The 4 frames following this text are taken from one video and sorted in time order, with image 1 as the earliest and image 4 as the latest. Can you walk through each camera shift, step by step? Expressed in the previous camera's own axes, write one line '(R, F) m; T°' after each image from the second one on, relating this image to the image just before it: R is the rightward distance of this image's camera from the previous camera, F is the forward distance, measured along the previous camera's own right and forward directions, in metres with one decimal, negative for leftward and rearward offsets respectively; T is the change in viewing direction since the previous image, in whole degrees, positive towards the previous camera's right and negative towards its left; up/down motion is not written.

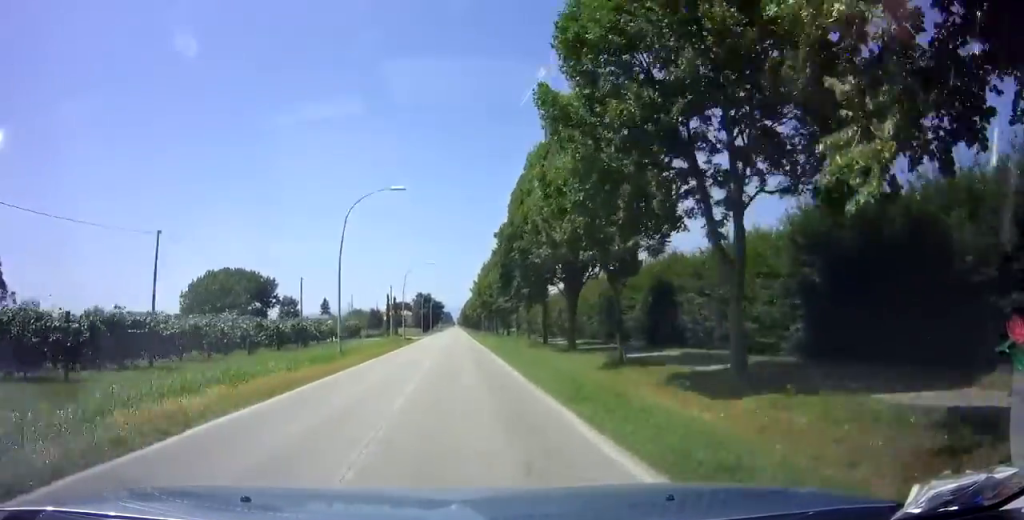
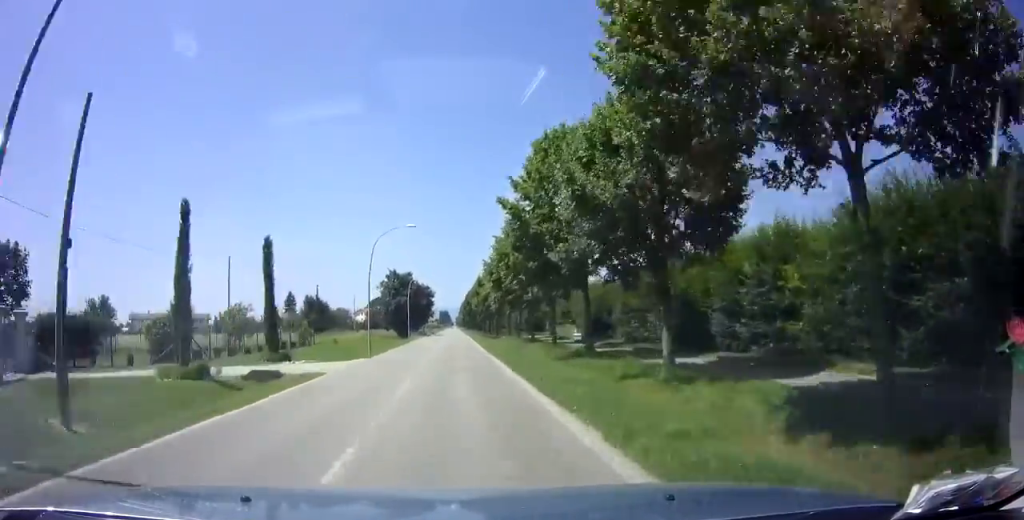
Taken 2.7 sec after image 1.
(0.0, +52.1) m; 0°
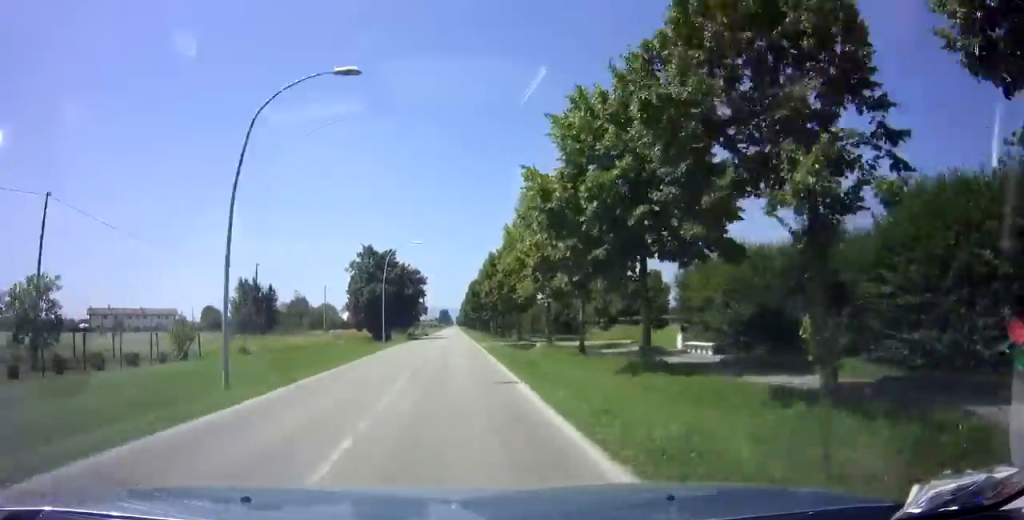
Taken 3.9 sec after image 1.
(0.0, +22.5) m; 0°
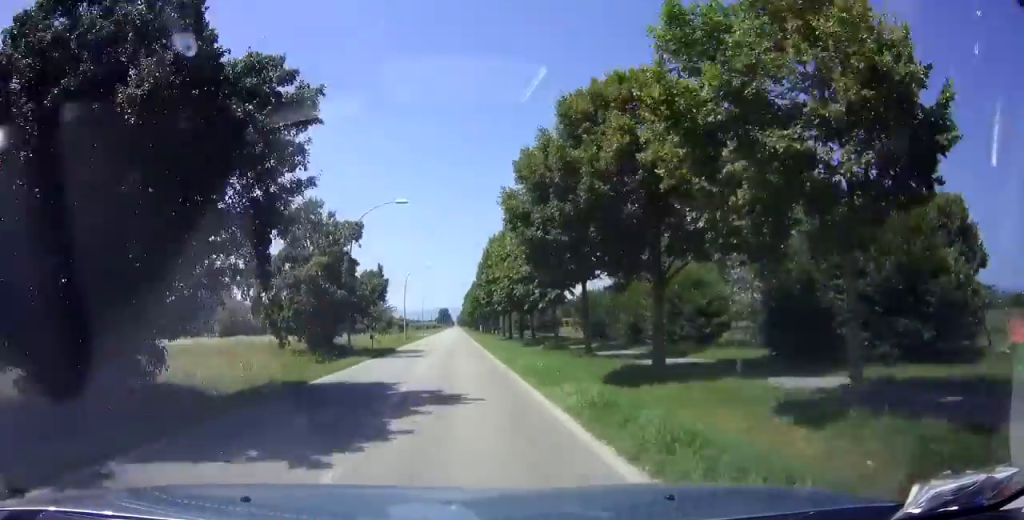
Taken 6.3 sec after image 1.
(0.0, +46.4) m; 0°
